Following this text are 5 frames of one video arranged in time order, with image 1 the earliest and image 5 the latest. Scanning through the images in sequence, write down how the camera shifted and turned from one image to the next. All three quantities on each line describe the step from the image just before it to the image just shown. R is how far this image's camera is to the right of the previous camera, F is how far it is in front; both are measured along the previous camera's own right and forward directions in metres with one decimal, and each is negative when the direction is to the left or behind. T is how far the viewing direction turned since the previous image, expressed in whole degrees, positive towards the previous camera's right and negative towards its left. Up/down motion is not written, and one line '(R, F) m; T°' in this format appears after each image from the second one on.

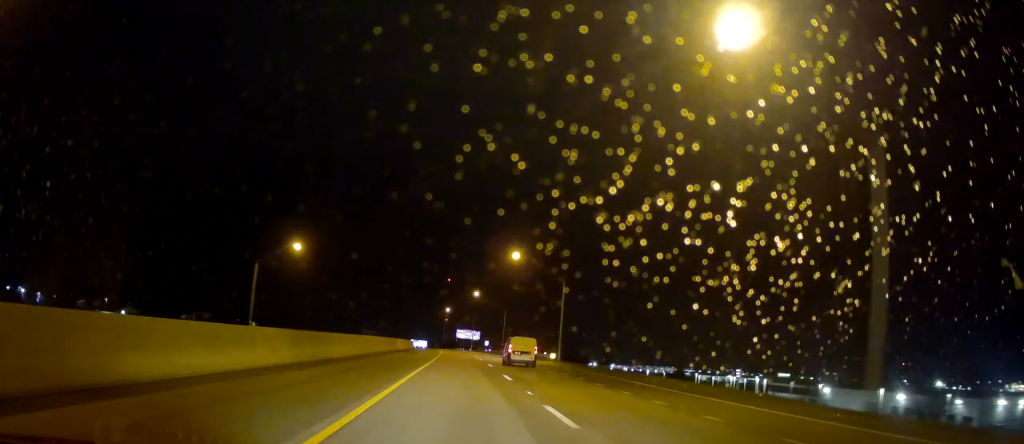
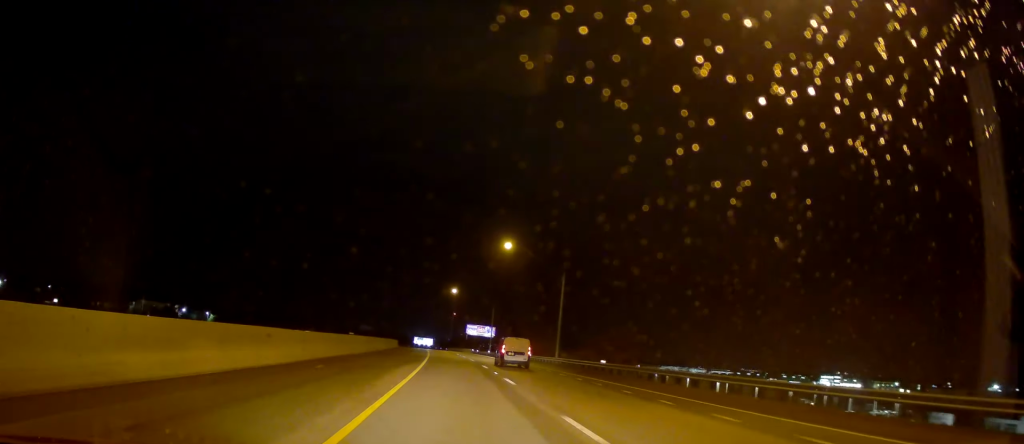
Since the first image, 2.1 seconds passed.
(+0.5, +63.4) m; +1°
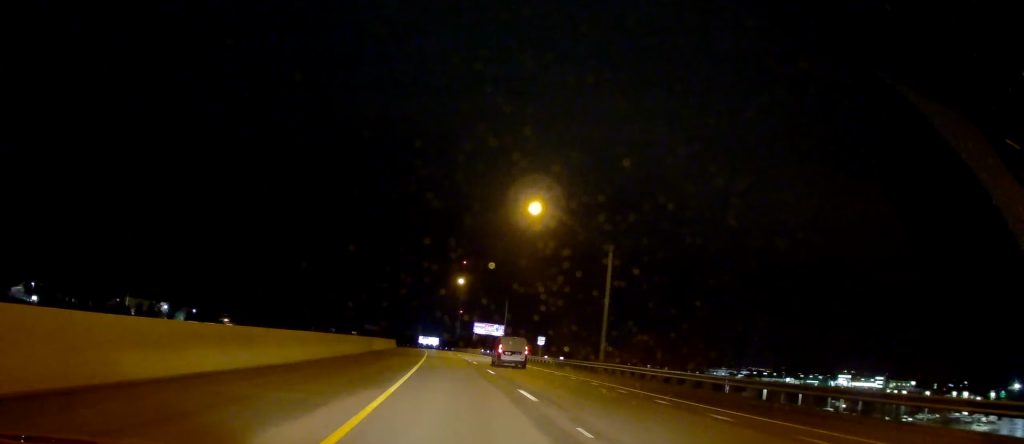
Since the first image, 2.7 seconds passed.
(+0.1, +18.0) m; -1°
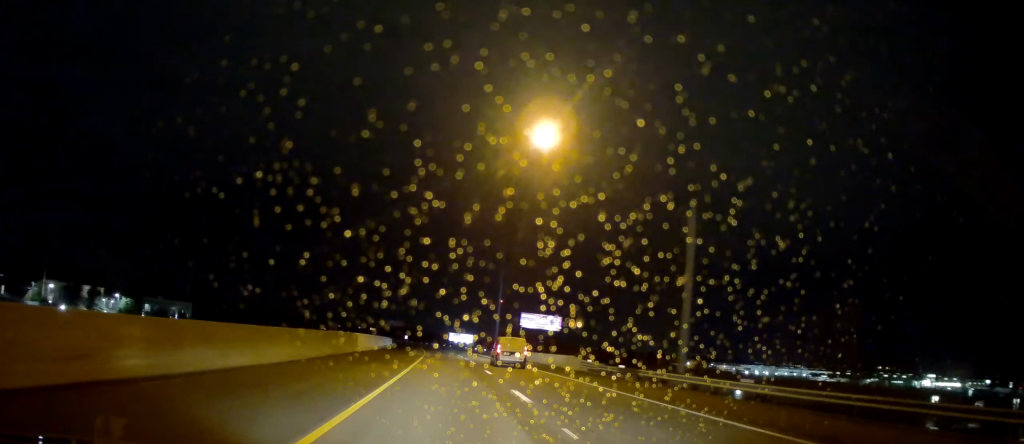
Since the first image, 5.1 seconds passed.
(-1.3, +71.9) m; -2°
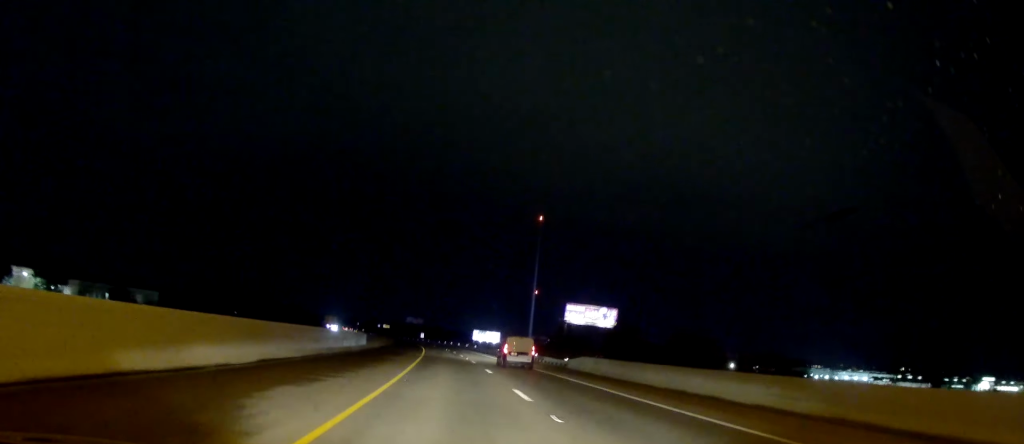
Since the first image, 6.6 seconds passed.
(-0.7, +45.2) m; -3°
